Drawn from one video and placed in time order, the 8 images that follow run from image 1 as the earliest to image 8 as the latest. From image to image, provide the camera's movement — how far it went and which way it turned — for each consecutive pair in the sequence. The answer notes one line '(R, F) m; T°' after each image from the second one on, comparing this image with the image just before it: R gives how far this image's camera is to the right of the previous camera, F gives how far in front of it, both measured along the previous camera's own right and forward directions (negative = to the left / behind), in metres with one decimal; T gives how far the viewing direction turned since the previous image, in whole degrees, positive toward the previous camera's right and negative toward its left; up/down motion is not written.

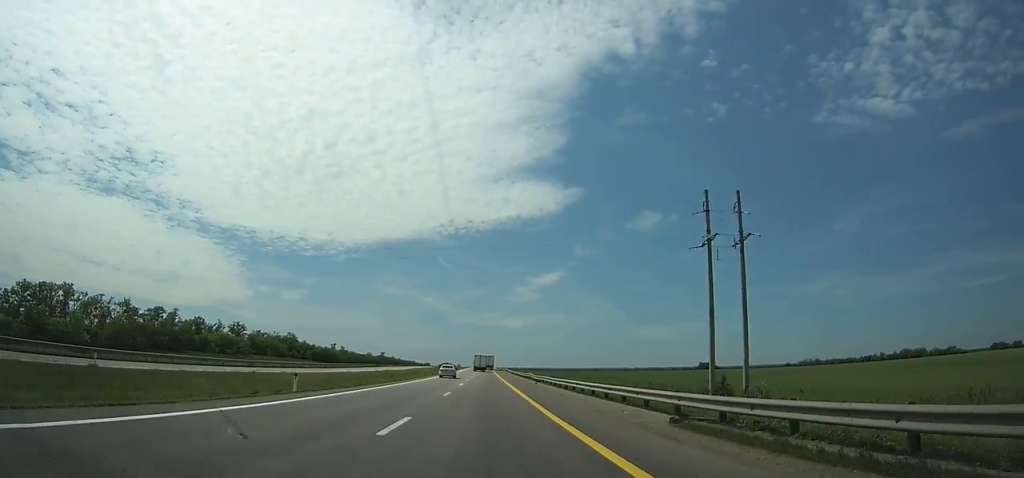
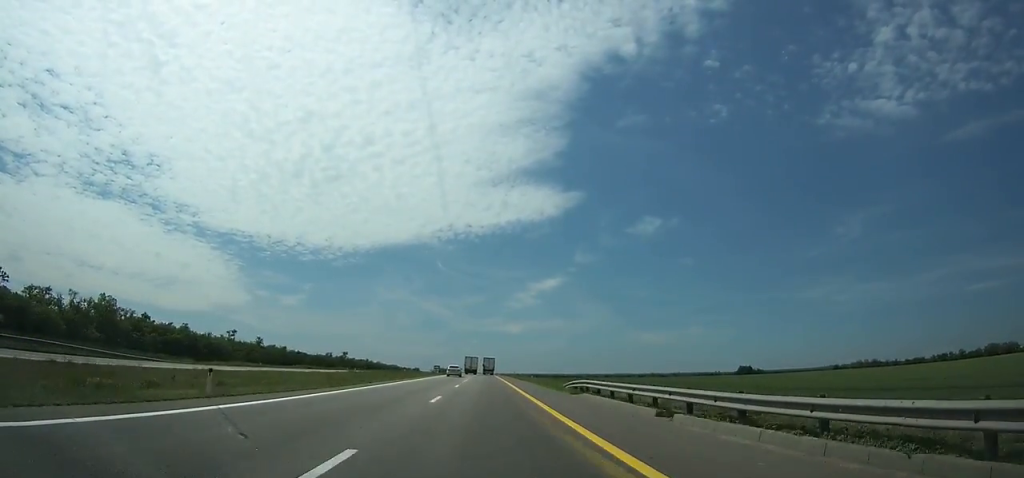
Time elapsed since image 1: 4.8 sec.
(+0.4, +118.7) m; 0°
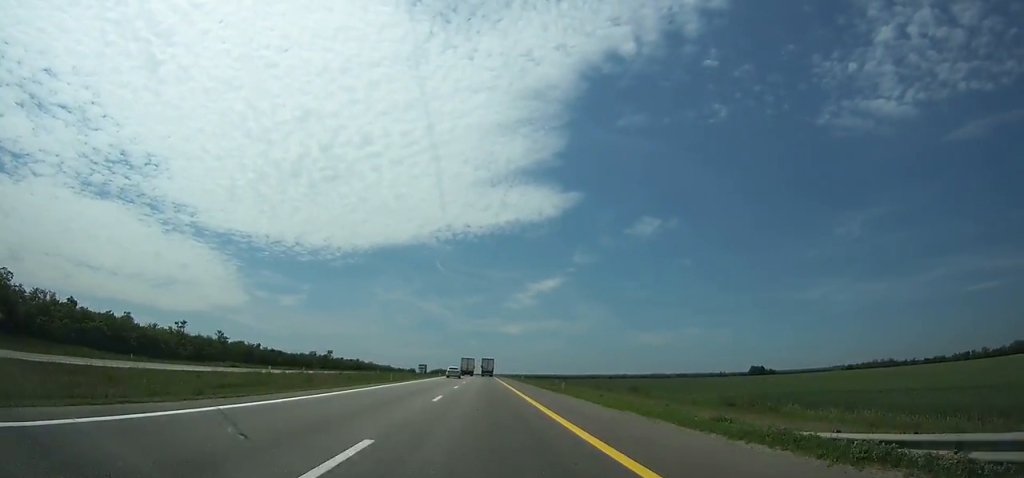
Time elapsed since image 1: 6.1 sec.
(0.0, +31.7) m; 0°
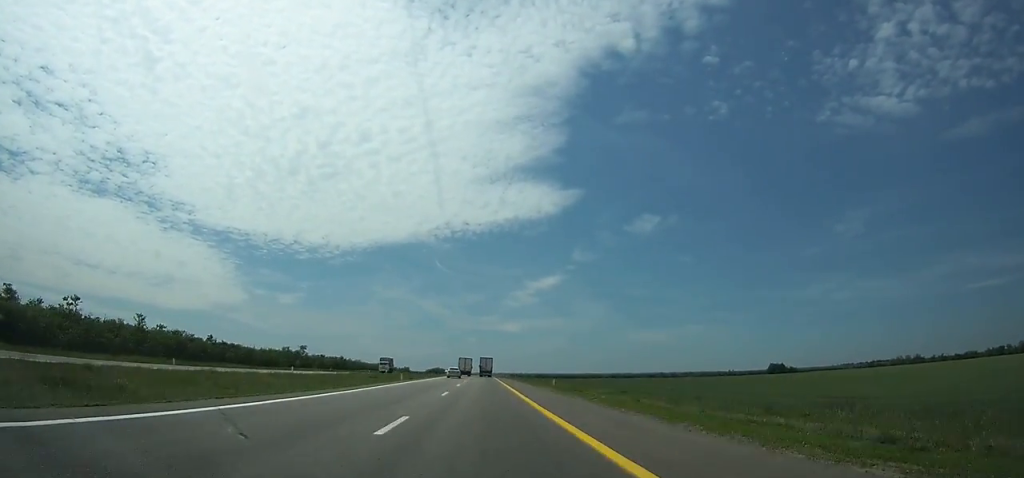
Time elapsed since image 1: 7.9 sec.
(0.0, +43.2) m; 0°
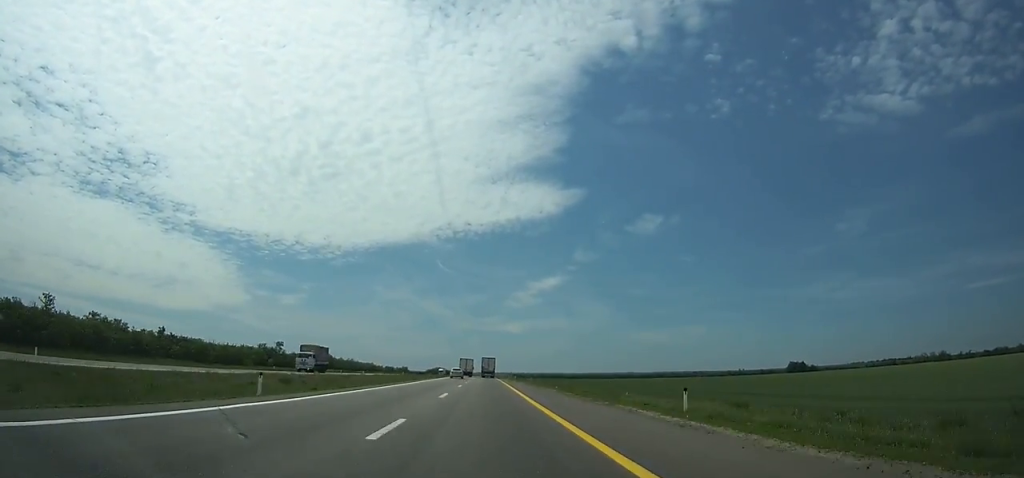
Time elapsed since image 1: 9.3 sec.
(0.0, +33.5) m; 0°
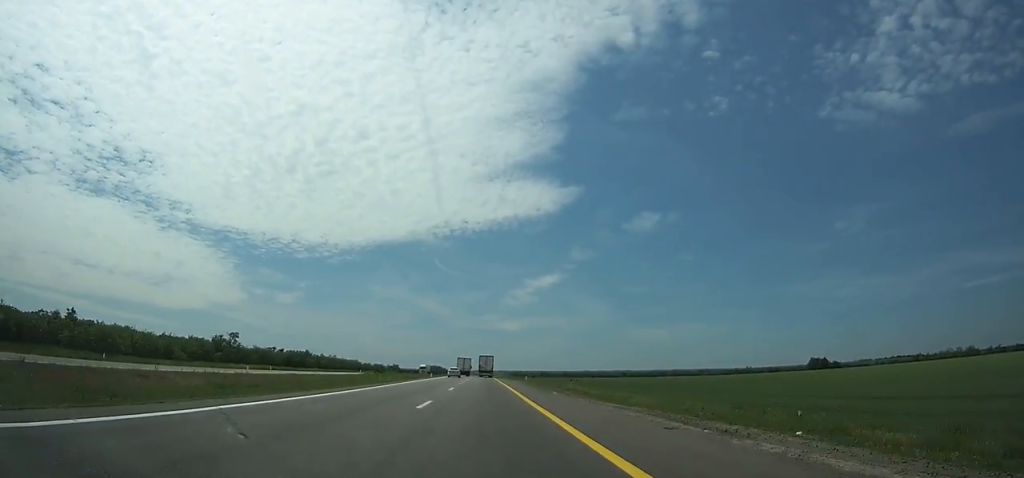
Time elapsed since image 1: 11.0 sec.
(0.0, +40.2) m; 0°
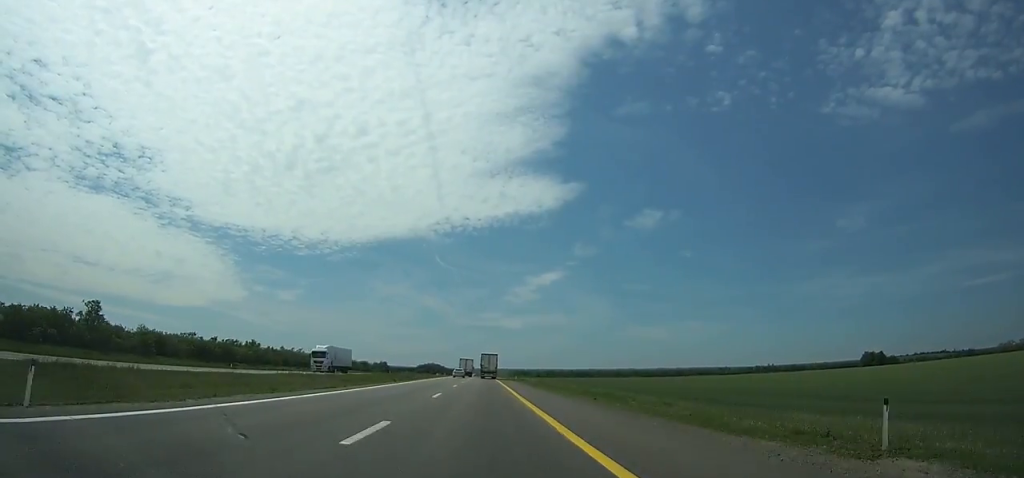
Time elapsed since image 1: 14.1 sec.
(0.0, +72.6) m; 0°
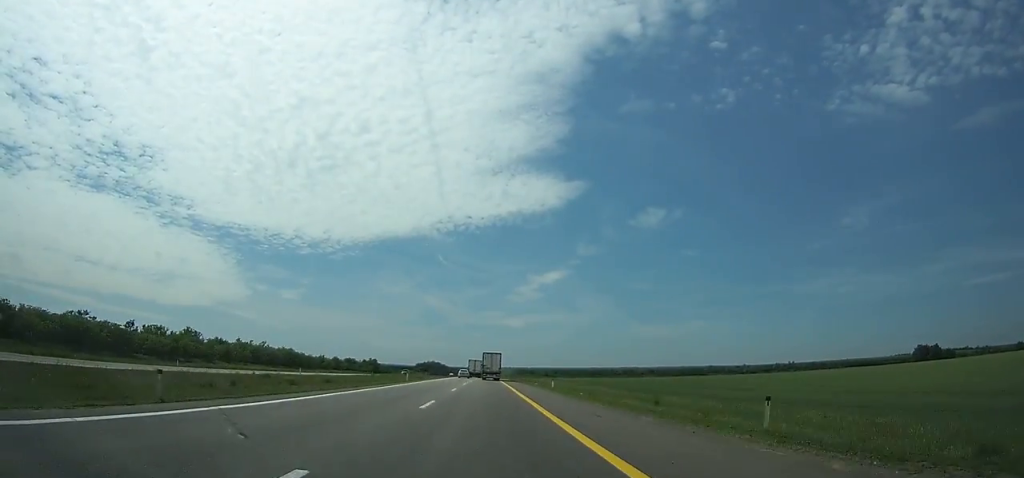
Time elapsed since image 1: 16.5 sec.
(-0.1, +55.9) m; 0°
